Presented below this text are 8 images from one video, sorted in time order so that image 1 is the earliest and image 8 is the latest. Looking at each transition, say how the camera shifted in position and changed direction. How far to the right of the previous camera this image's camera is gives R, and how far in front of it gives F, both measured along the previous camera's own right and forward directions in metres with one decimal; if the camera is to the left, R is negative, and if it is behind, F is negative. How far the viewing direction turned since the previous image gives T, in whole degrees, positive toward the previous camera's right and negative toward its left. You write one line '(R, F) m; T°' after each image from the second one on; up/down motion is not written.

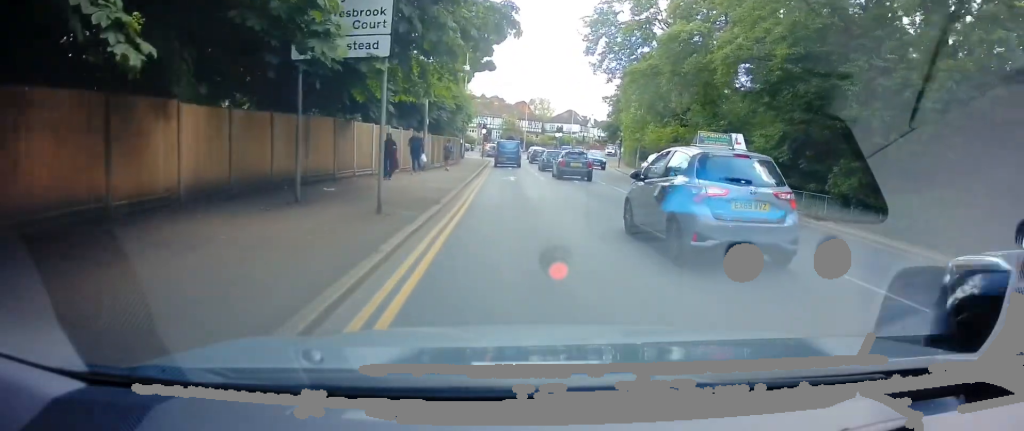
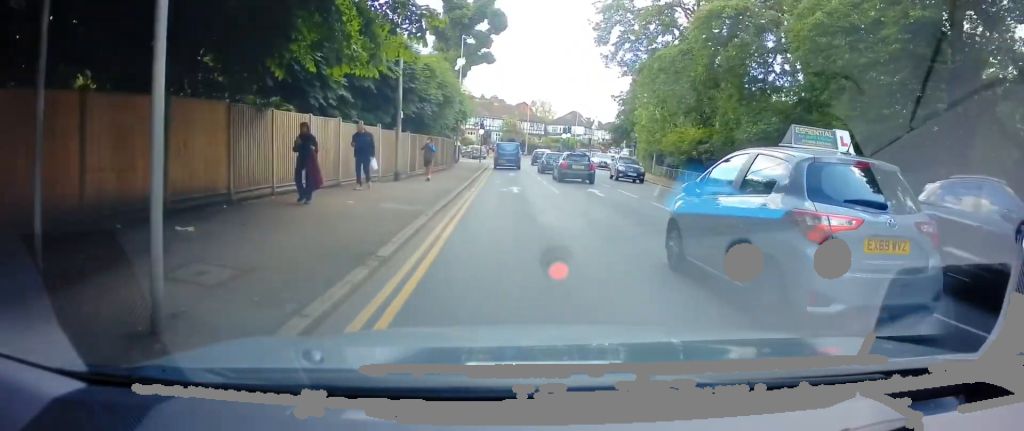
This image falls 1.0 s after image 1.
(-0.3, +6.4) m; 0°
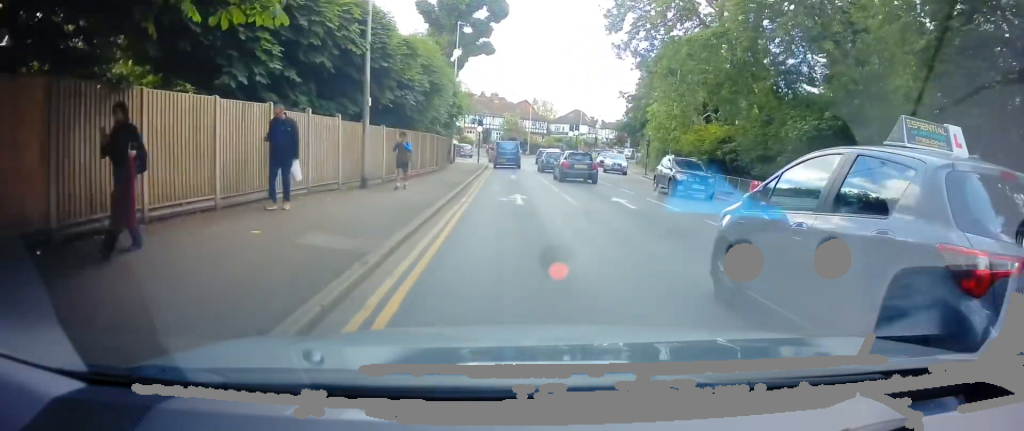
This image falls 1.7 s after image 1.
(+0.2, +4.3) m; 0°
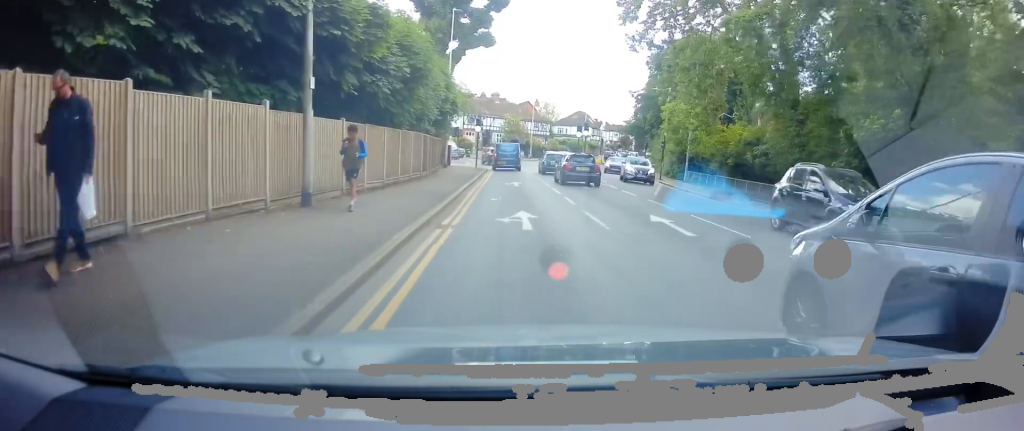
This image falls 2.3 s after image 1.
(+0.1, +4.0) m; 0°
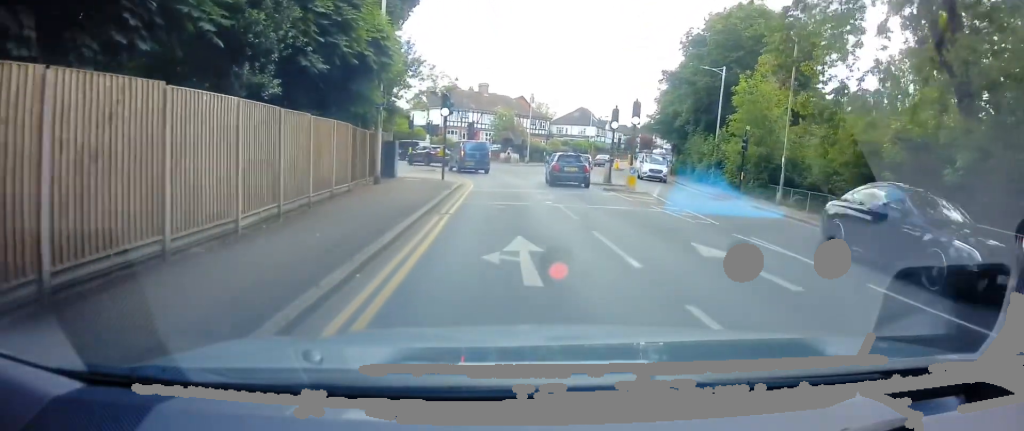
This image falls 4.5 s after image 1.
(-0.1, +16.1) m; +4°
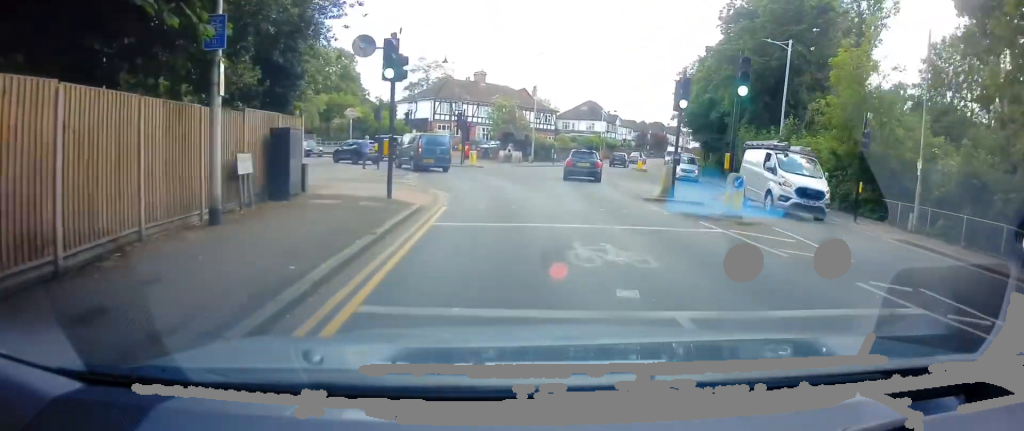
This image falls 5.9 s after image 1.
(+0.2, +10.6) m; -3°
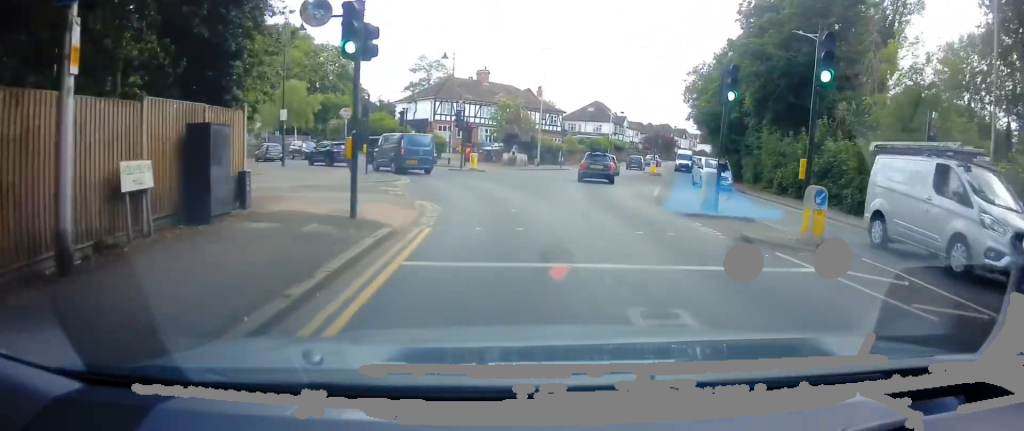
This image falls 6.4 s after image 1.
(-0.1, +3.4) m; -1°
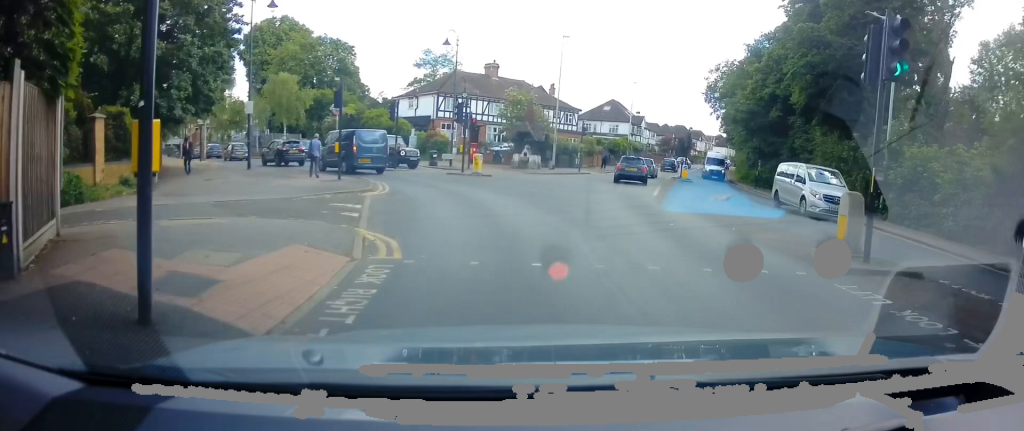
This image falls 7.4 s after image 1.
(-0.1, +6.3) m; +1°
